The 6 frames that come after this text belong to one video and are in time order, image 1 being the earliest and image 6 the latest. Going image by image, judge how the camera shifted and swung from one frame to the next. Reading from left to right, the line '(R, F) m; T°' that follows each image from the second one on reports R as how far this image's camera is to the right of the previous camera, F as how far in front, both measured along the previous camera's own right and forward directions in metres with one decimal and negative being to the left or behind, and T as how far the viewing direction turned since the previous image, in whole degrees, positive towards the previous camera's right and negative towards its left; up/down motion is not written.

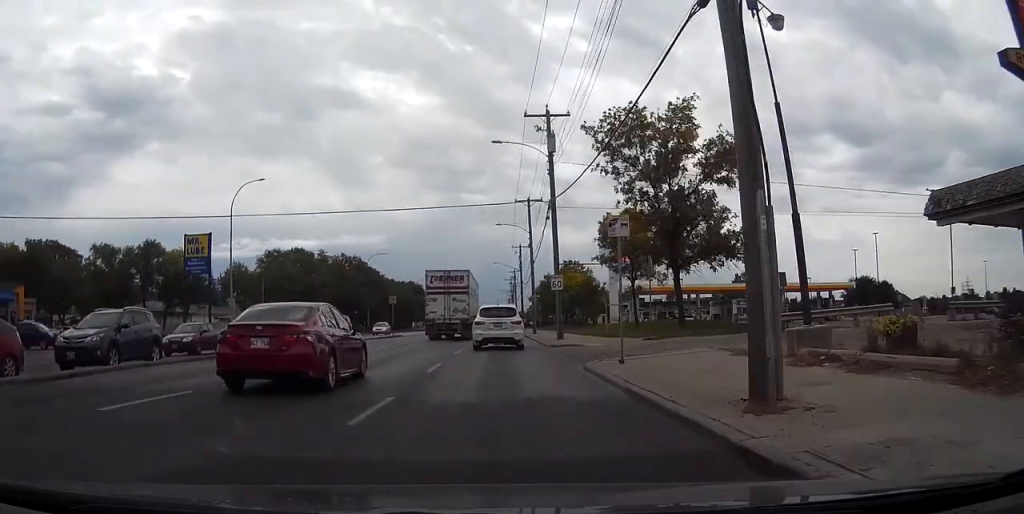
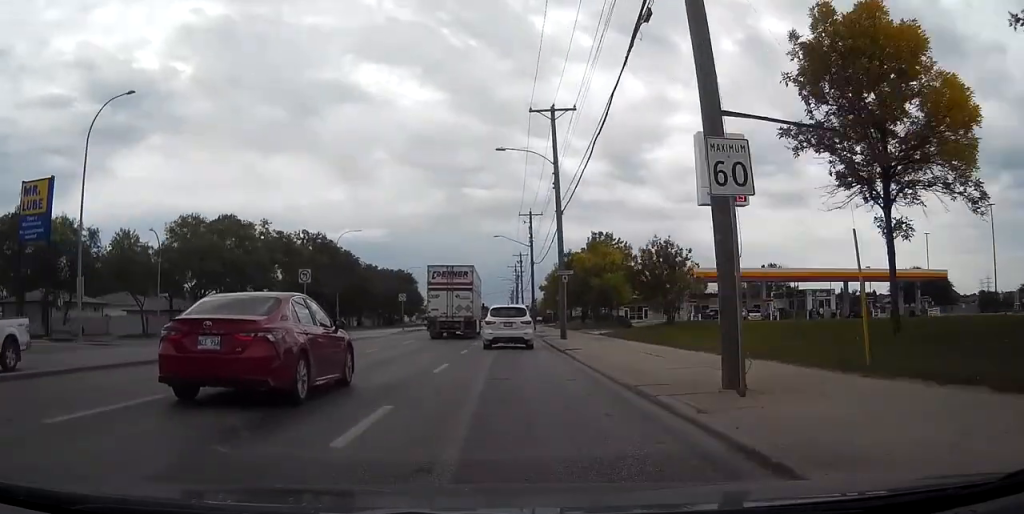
(+0.2, +27.3) m; 0°
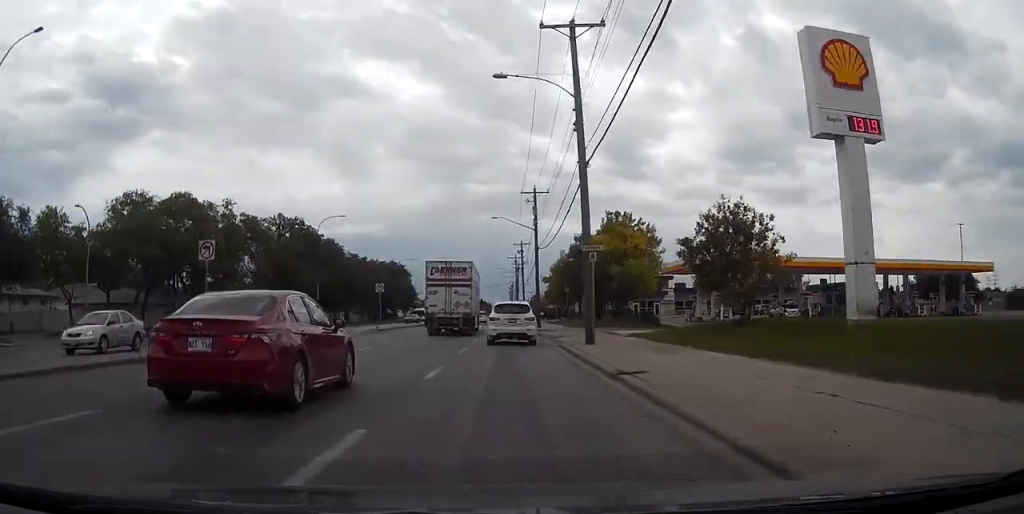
(-0.1, +11.2) m; 0°
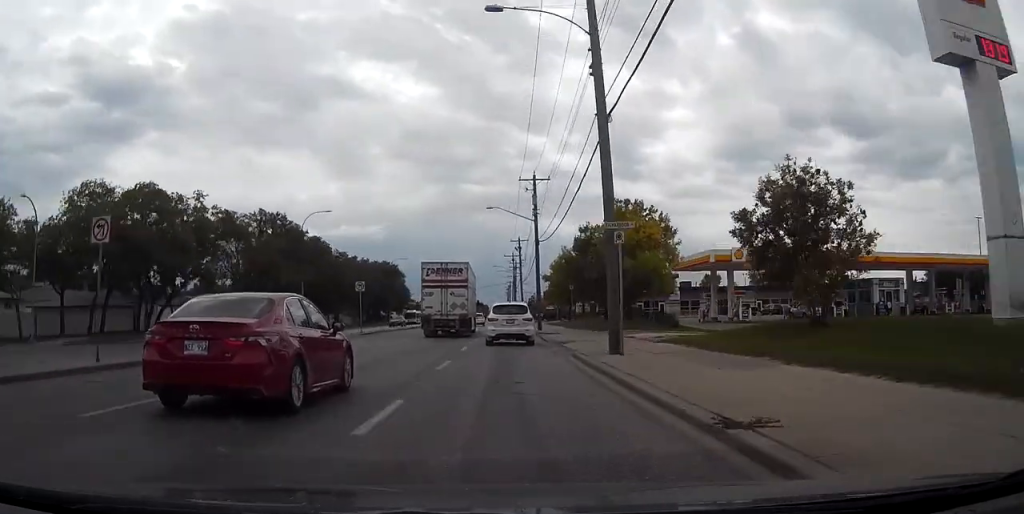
(0.0, +6.2) m; 0°
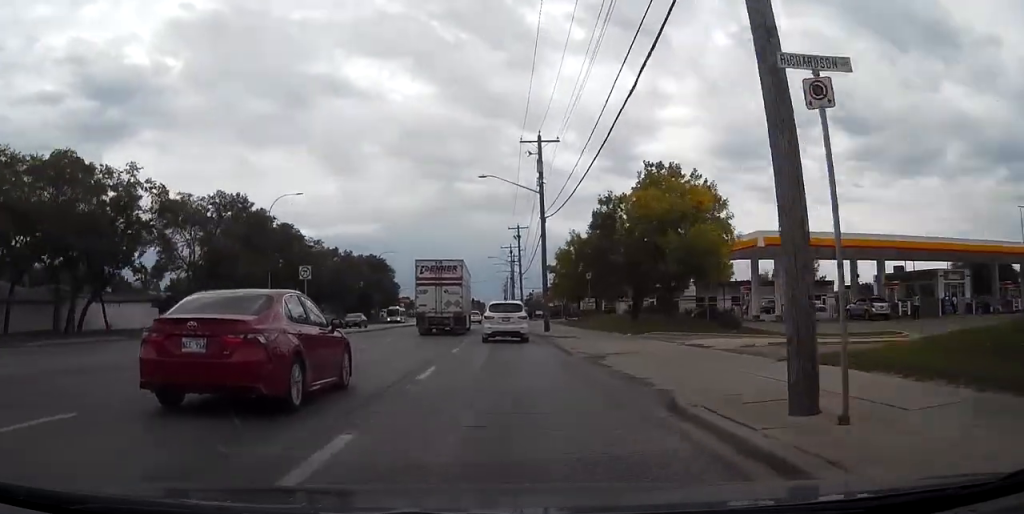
(0.0, +12.4) m; 0°
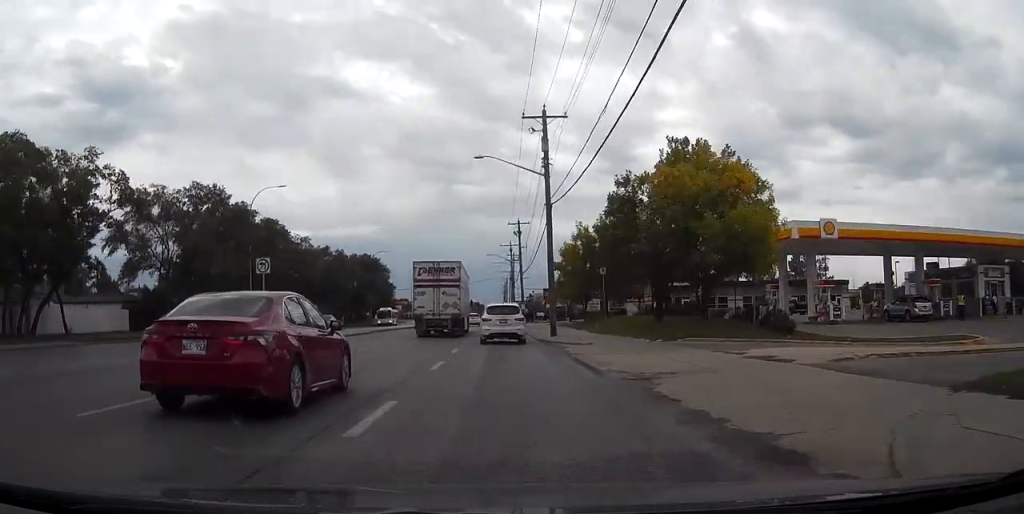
(0.0, +6.1) m; 0°
